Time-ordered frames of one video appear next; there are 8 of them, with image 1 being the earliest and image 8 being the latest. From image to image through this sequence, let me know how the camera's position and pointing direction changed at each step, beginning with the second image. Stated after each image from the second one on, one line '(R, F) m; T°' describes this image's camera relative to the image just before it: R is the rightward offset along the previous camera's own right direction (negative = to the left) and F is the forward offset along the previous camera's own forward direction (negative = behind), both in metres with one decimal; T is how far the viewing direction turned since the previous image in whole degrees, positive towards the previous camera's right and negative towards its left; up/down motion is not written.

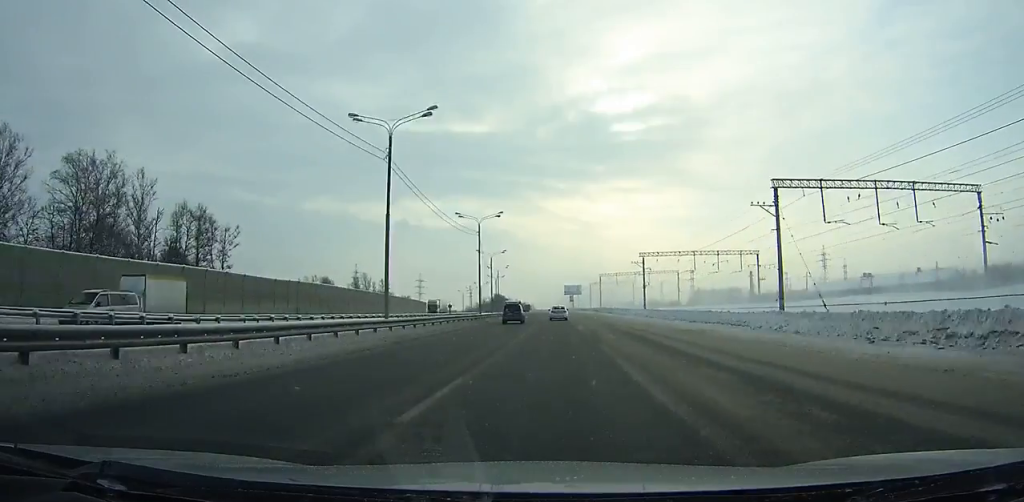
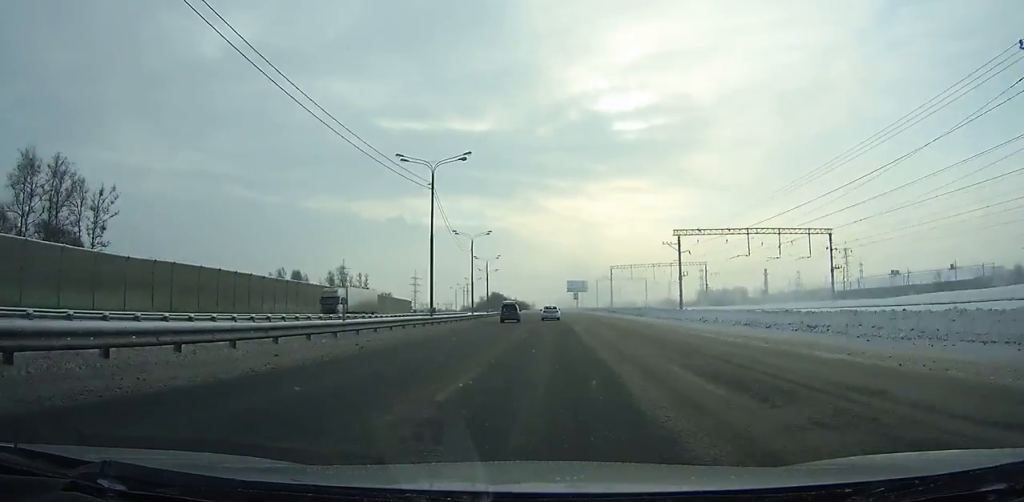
(-0.2, +29.4) m; -1°
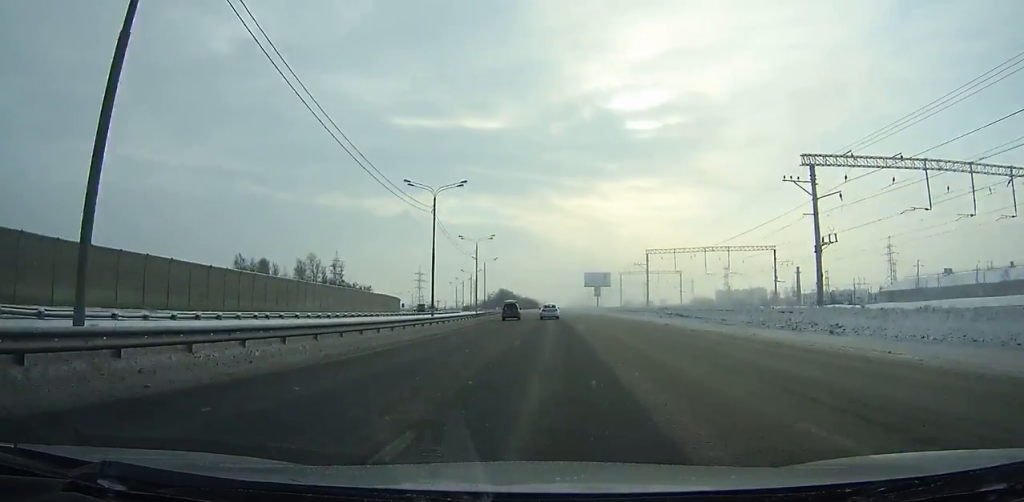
(-0.3, +38.6) m; -1°
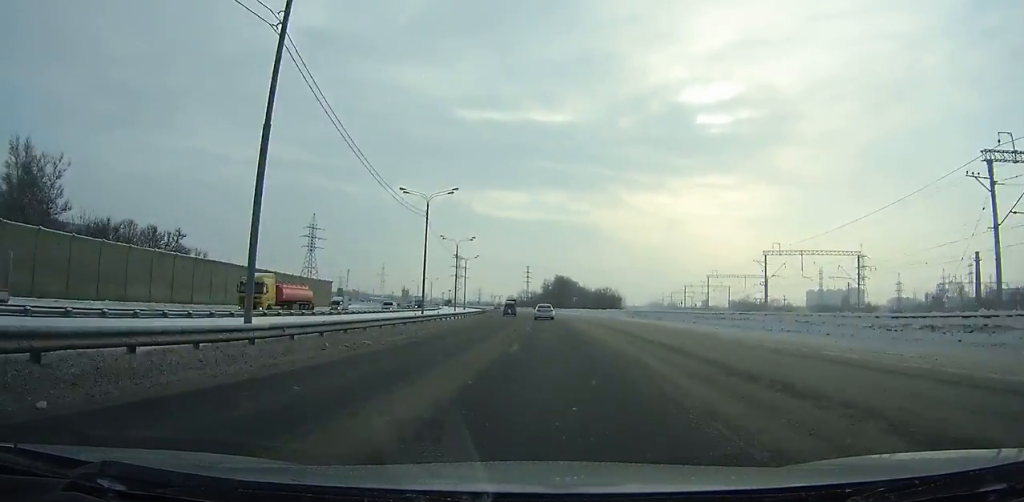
(-7.1, +130.3) m; -7°
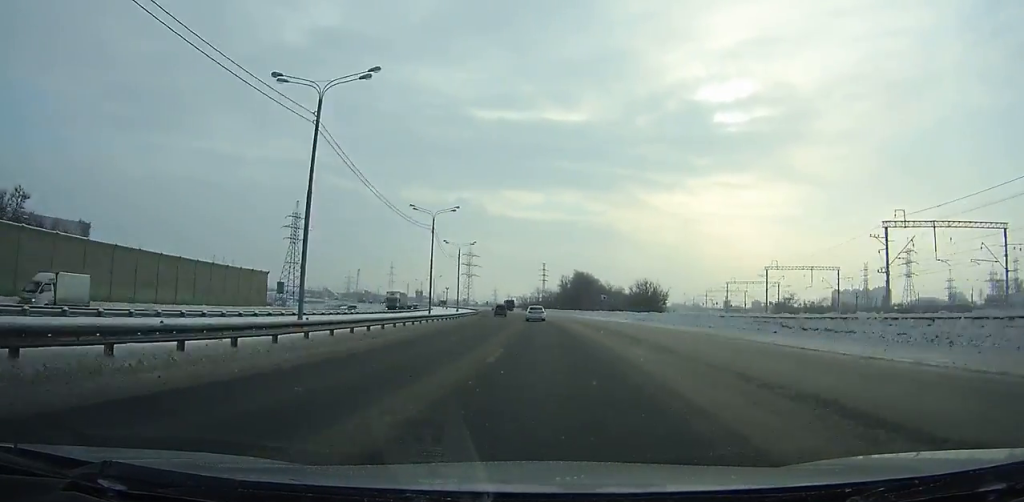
(-0.7, +35.8) m; -2°
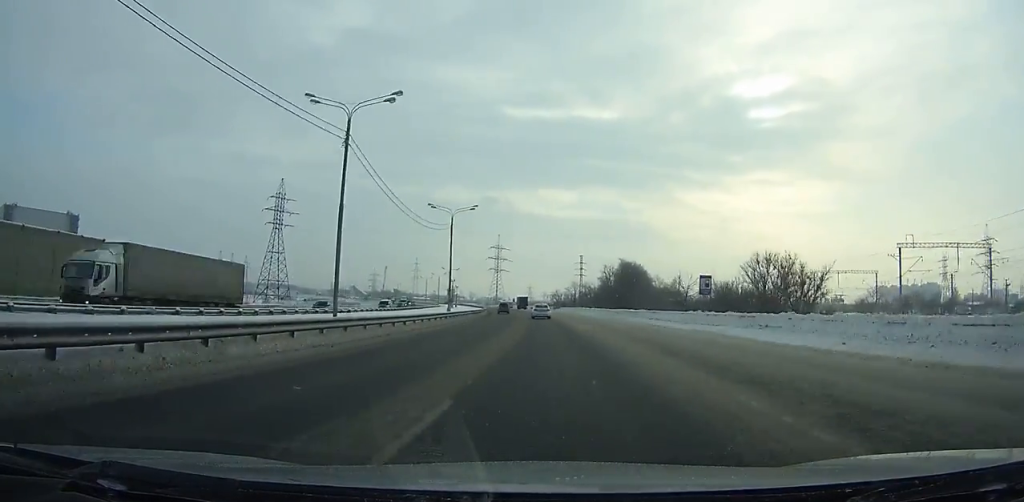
(-0.7, +42.5) m; -3°
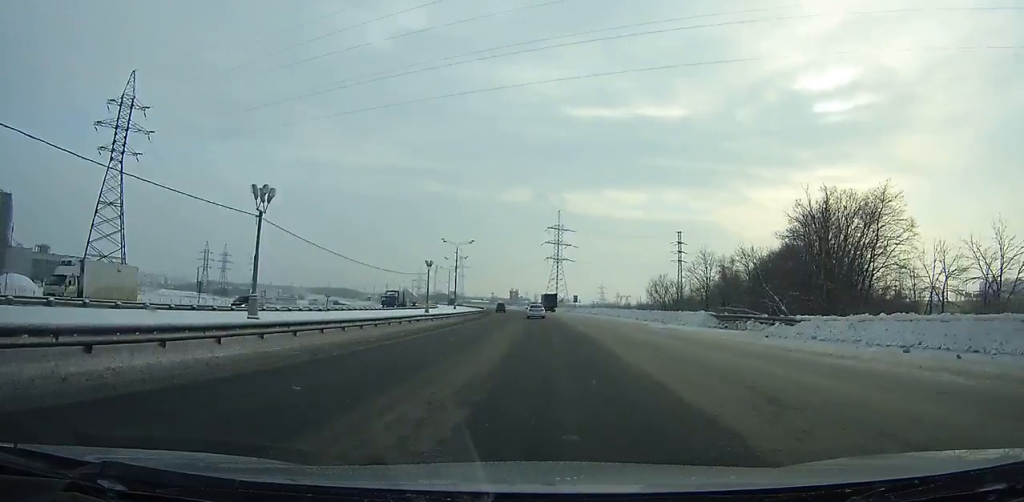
(-6.6, +101.0) m; -7°
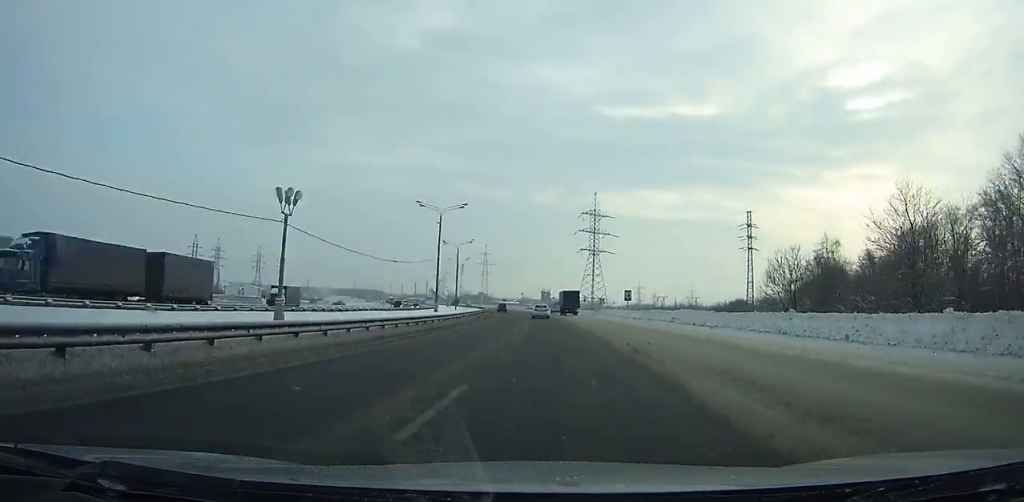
(-0.6, +43.1) m; -3°
